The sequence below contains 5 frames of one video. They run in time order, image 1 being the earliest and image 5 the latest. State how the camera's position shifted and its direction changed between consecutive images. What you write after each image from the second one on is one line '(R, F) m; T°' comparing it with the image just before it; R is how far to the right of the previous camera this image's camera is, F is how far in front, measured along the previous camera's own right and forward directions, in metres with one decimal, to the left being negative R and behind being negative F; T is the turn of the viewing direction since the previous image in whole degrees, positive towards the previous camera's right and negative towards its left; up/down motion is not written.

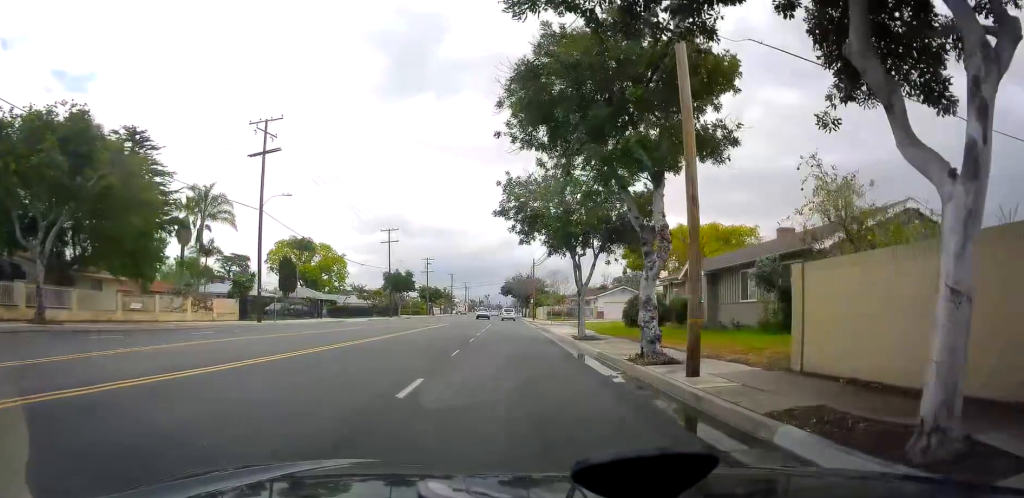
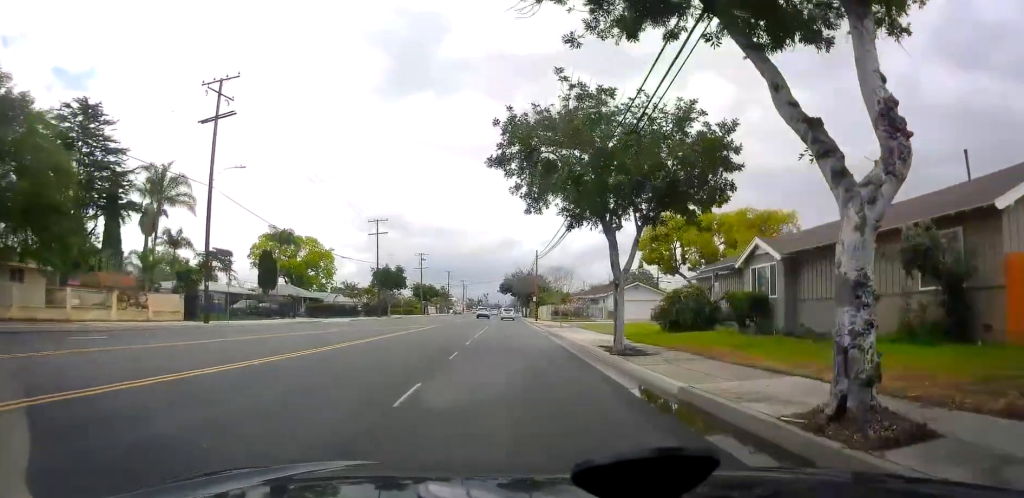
(0.0, +8.2) m; 0°
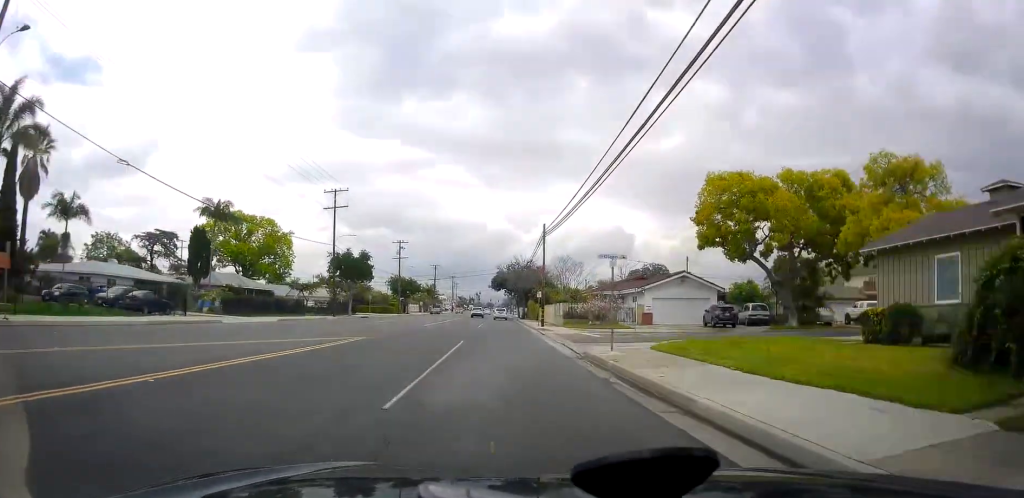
(0.0, +19.9) m; 0°
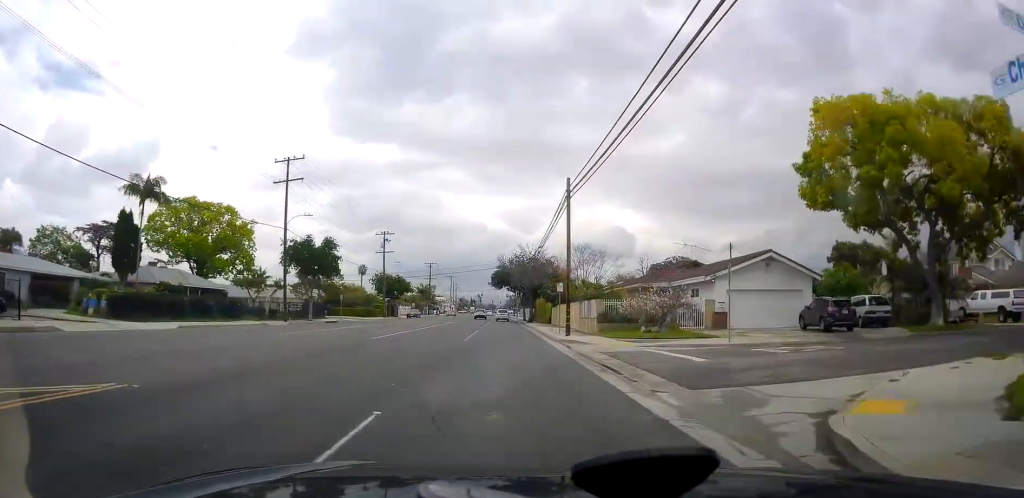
(0.0, +16.1) m; 0°
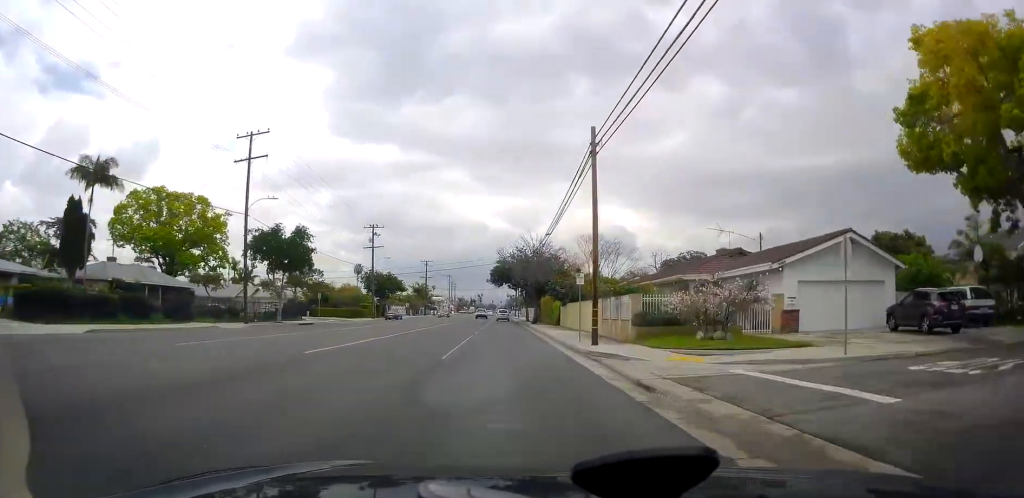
(0.0, +8.4) m; 0°
